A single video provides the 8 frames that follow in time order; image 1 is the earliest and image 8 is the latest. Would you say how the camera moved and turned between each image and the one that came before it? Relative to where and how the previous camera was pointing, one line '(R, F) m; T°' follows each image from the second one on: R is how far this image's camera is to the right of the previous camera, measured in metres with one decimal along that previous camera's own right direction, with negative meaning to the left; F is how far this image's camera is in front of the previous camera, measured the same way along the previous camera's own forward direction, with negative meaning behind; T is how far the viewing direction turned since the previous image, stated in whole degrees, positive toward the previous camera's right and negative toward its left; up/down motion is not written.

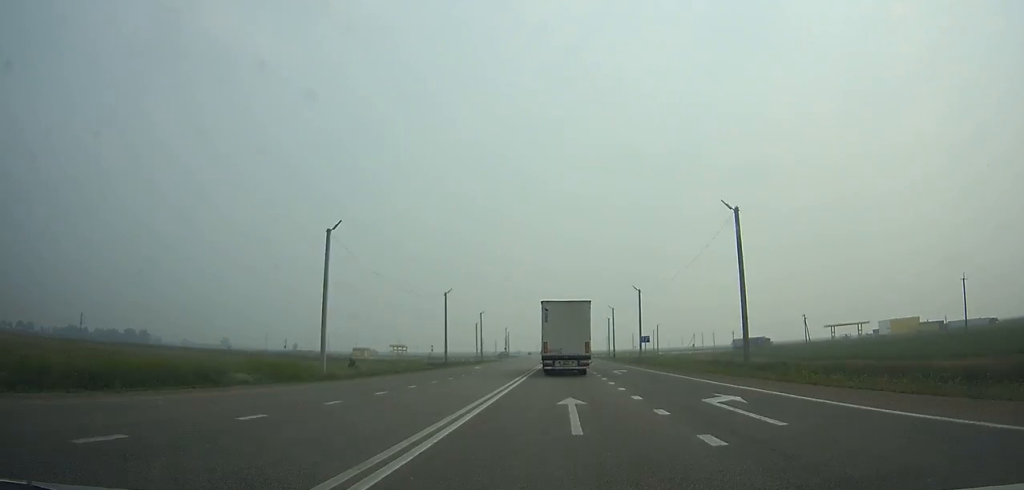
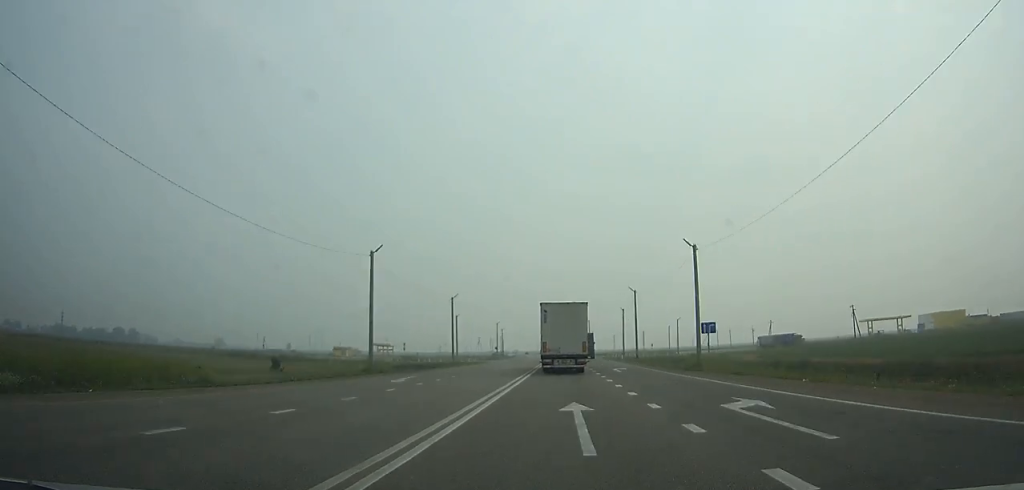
(-0.1, +27.7) m; 0°
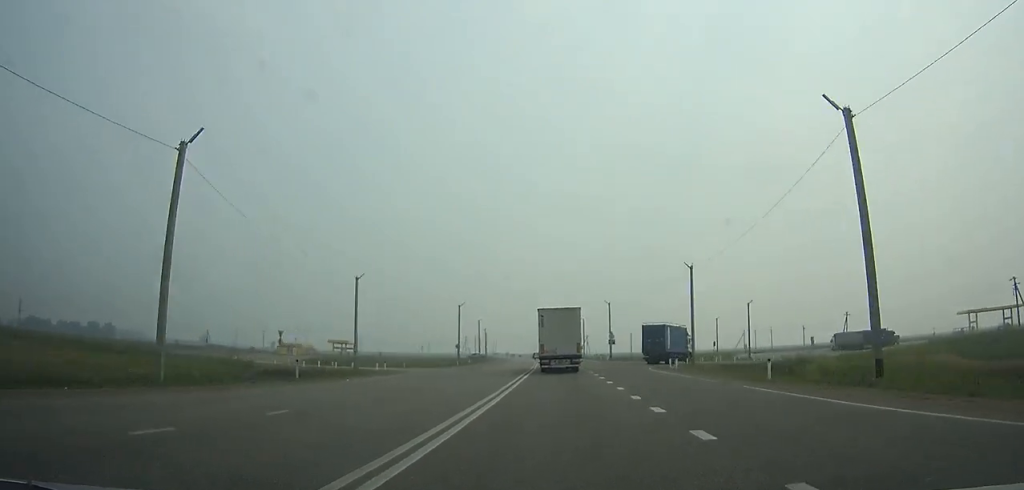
(-0.5, +54.8) m; -1°
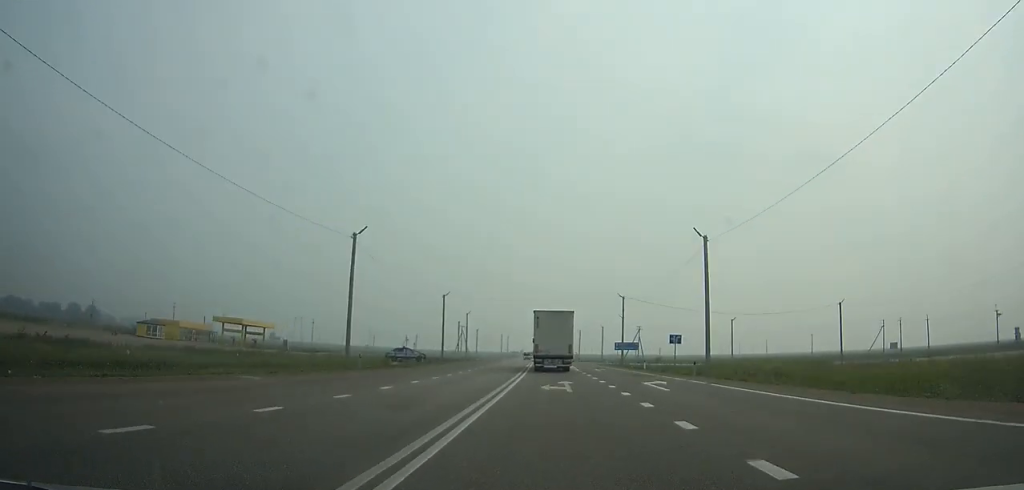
(-0.1, +82.1) m; -1°
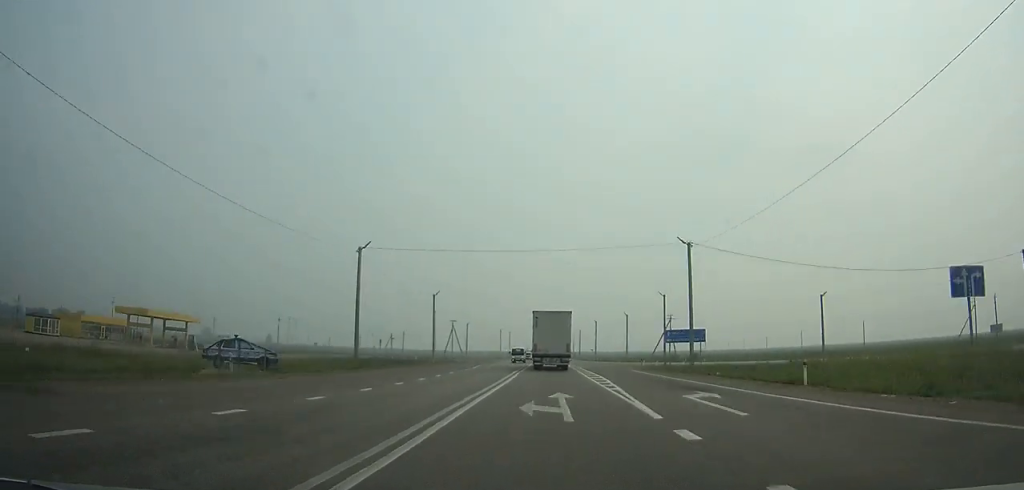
(-0.4, +31.5) m; -1°
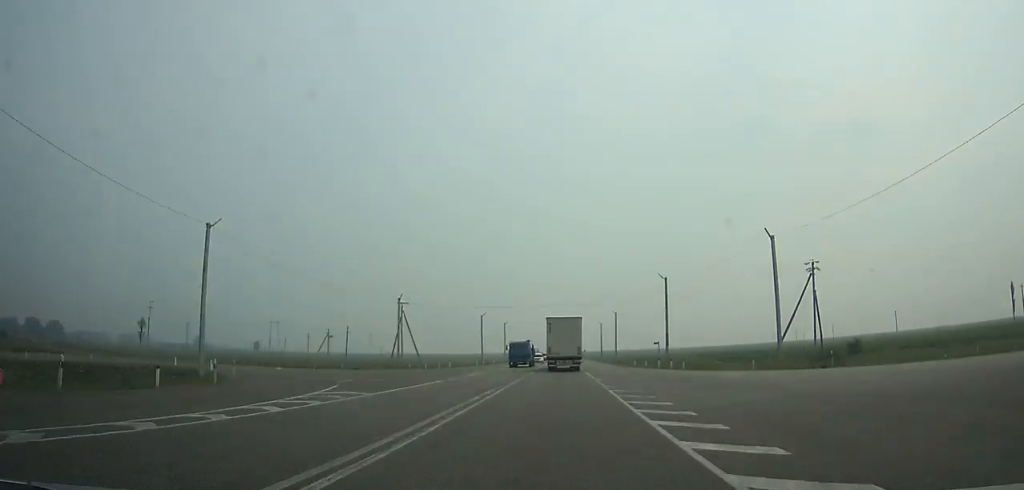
(-1.4, +64.0) m; -2°
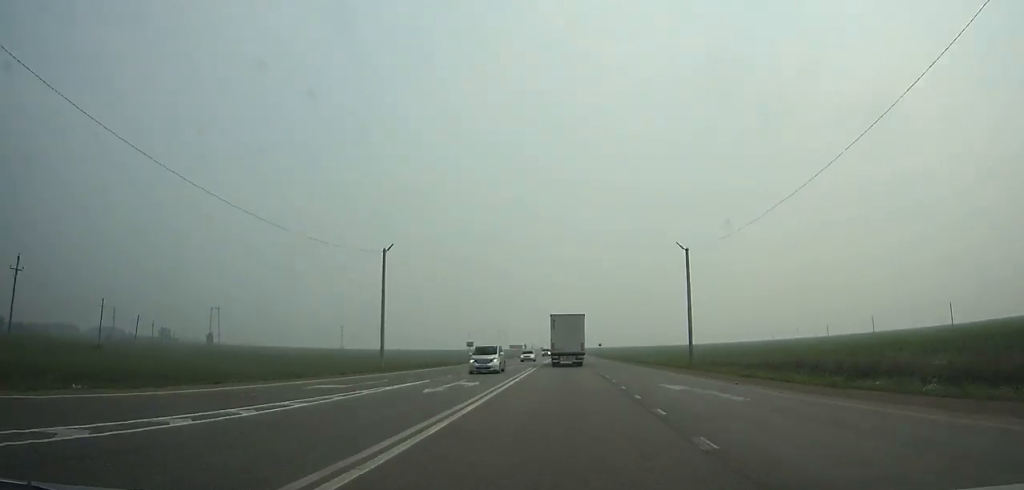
(-0.5, +82.7) m; -1°
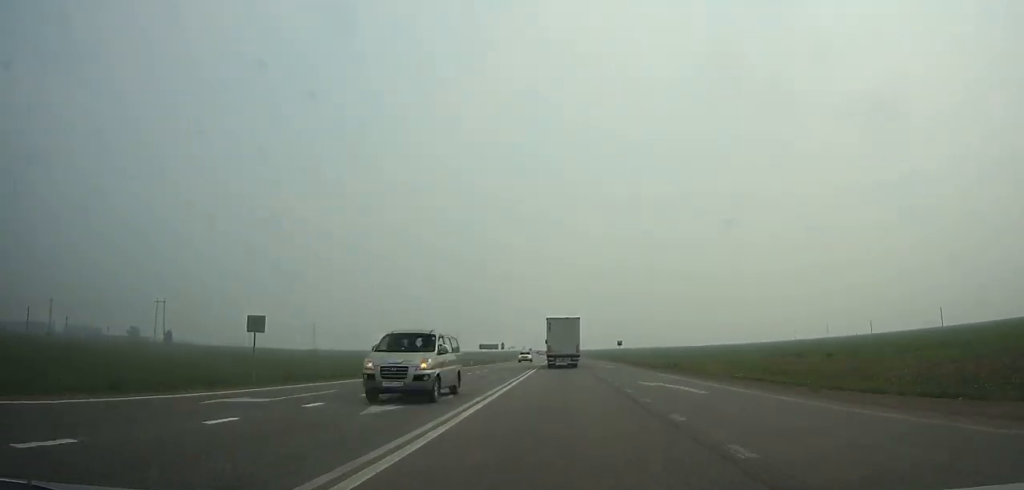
(-0.2, +52.5) m; -1°
